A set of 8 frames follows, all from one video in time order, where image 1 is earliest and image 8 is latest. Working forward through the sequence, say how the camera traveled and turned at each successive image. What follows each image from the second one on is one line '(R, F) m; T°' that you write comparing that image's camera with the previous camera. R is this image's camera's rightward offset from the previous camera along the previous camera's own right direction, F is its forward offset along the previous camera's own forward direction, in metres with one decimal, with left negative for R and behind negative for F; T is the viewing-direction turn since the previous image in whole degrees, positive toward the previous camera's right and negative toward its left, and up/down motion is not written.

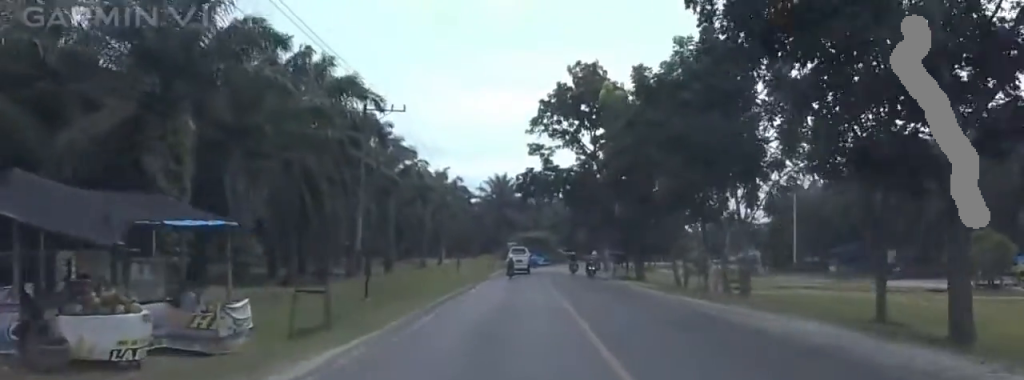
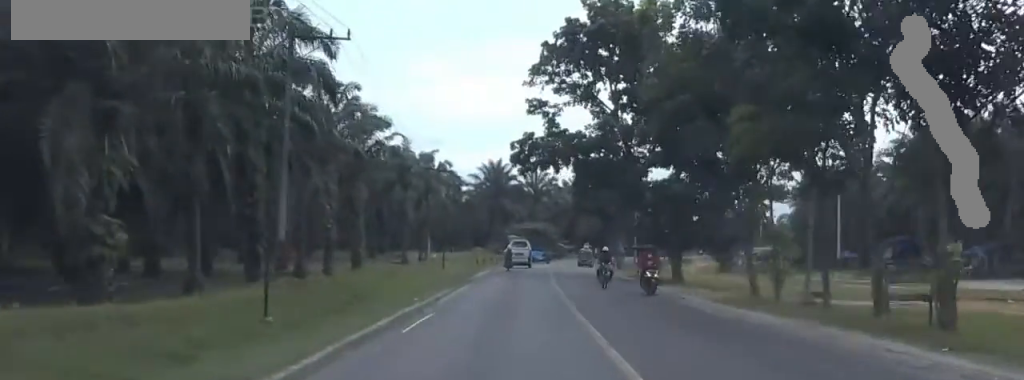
(0.0, +16.3) m; 0°
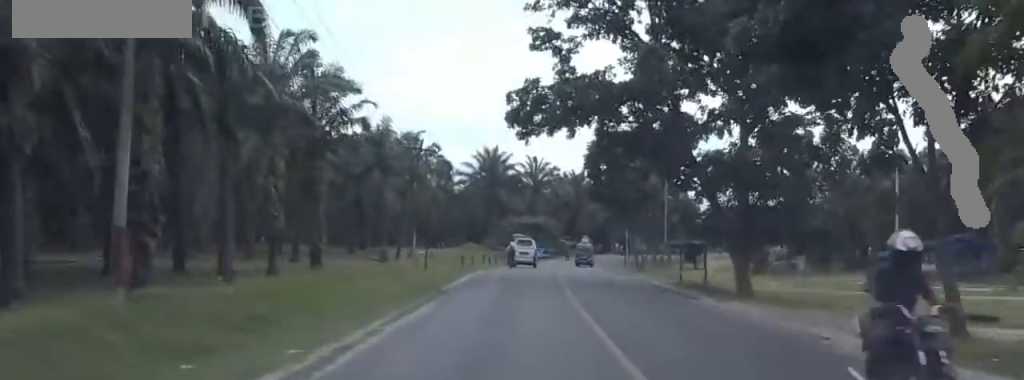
(0.0, +14.6) m; 0°
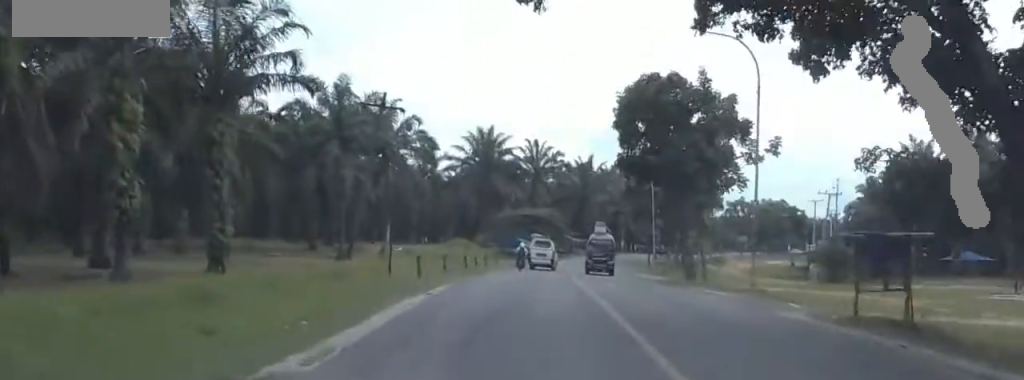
(0.0, +20.2) m; -4°
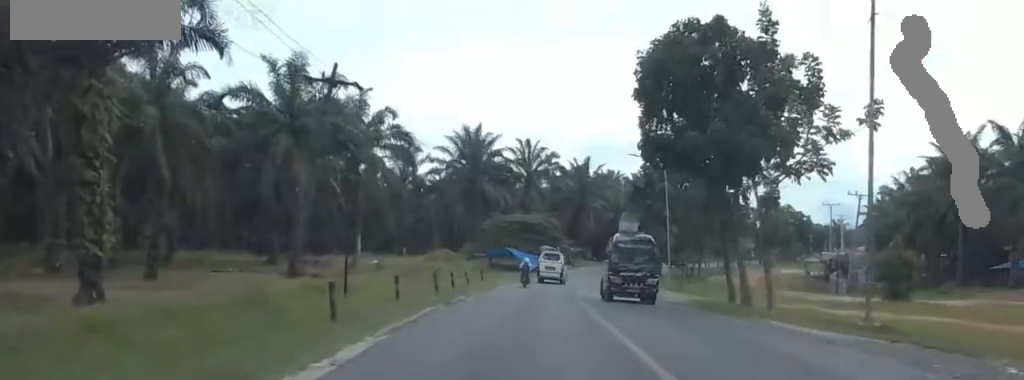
(-0.7, +11.7) m; +2°
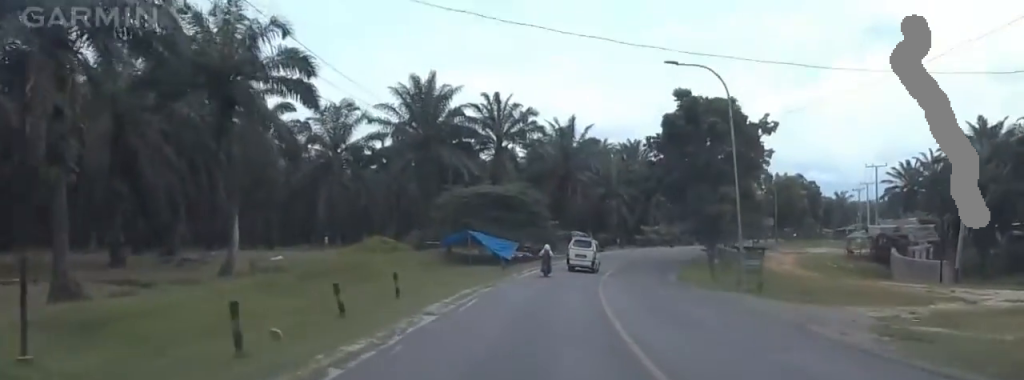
(+2.9, +26.9) m; +7°
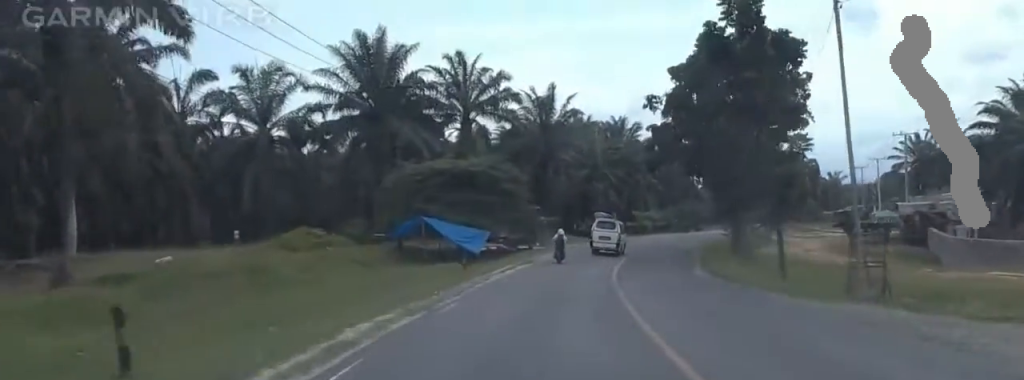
(-1.1, +15.6) m; -2°
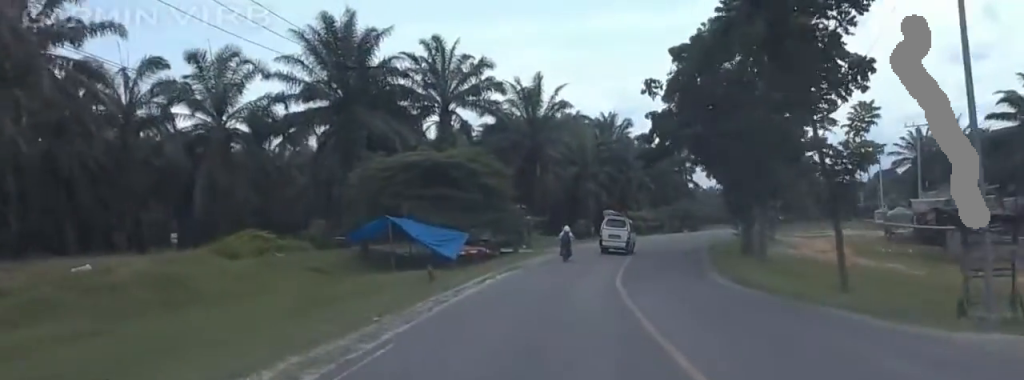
(-0.2, +6.9) m; +2°
